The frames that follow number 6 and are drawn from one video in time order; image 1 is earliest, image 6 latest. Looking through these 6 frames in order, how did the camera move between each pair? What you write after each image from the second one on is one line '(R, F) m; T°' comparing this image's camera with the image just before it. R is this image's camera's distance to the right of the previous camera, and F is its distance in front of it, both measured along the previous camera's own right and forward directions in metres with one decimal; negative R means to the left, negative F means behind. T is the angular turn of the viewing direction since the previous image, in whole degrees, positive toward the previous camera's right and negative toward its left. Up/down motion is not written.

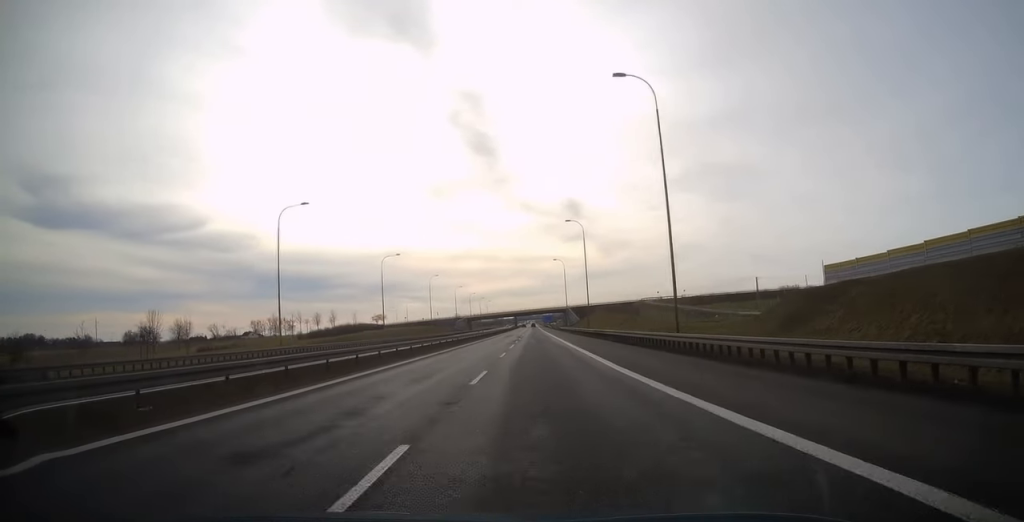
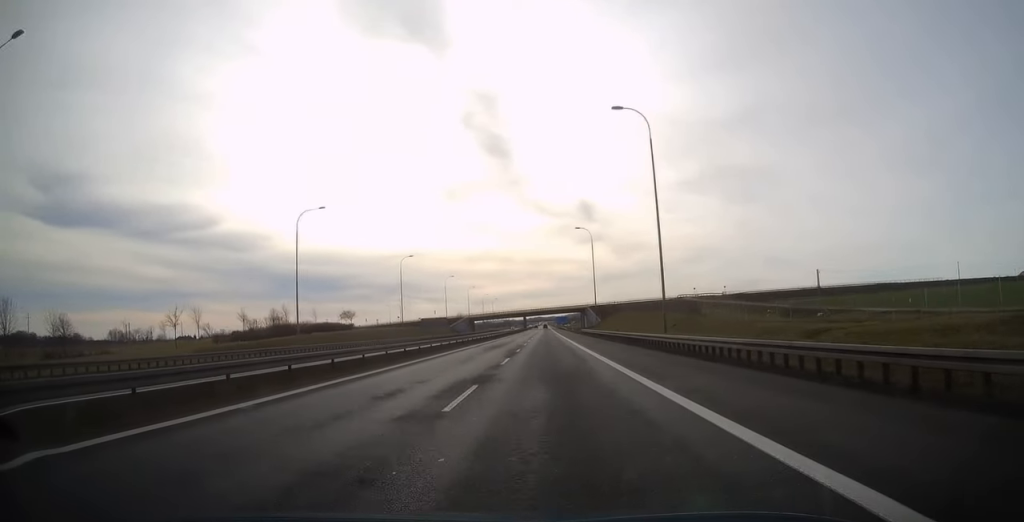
(-0.5, +41.0) m; -1°
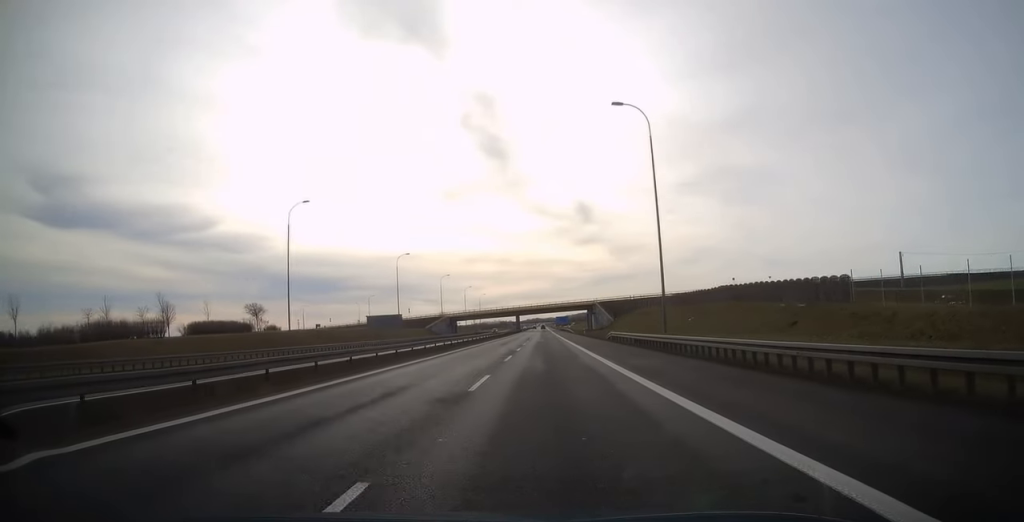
(-0.3, +46.0) m; -1°
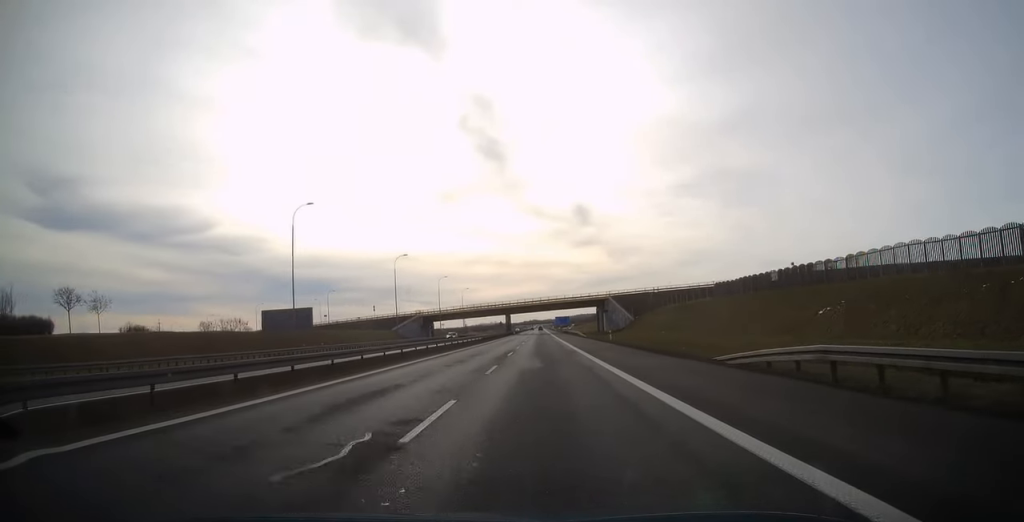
(0.0, +41.6) m; 0°
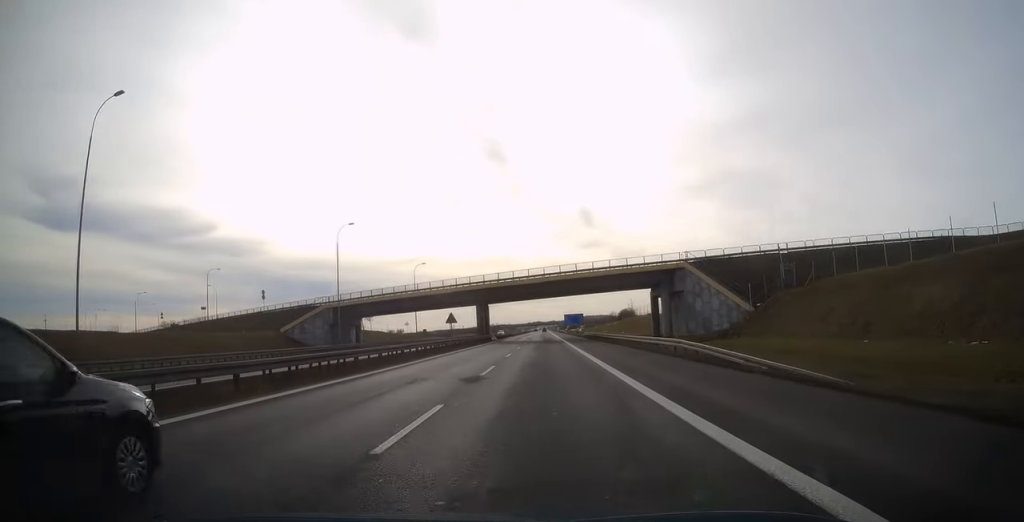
(+0.1, +72.2) m; 0°
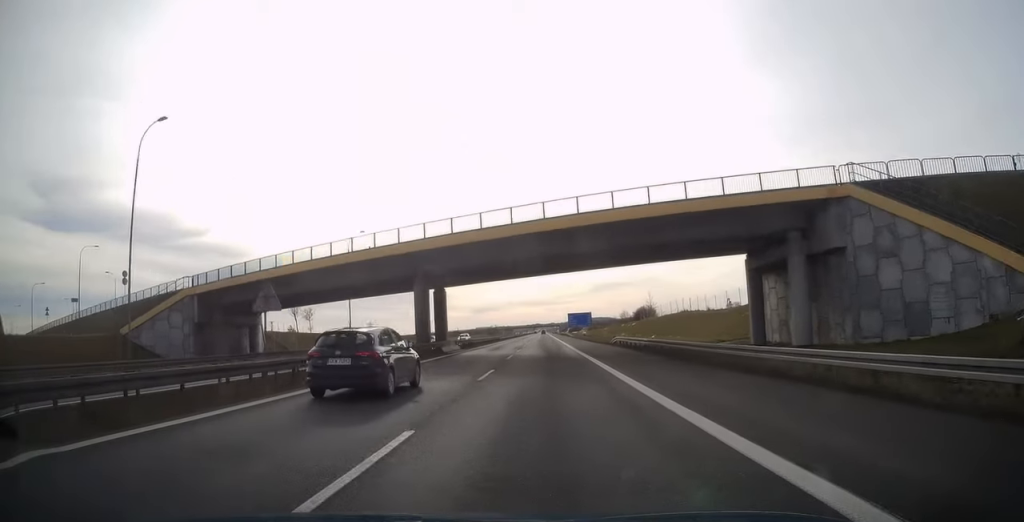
(-0.1, +37.7) m; 0°
